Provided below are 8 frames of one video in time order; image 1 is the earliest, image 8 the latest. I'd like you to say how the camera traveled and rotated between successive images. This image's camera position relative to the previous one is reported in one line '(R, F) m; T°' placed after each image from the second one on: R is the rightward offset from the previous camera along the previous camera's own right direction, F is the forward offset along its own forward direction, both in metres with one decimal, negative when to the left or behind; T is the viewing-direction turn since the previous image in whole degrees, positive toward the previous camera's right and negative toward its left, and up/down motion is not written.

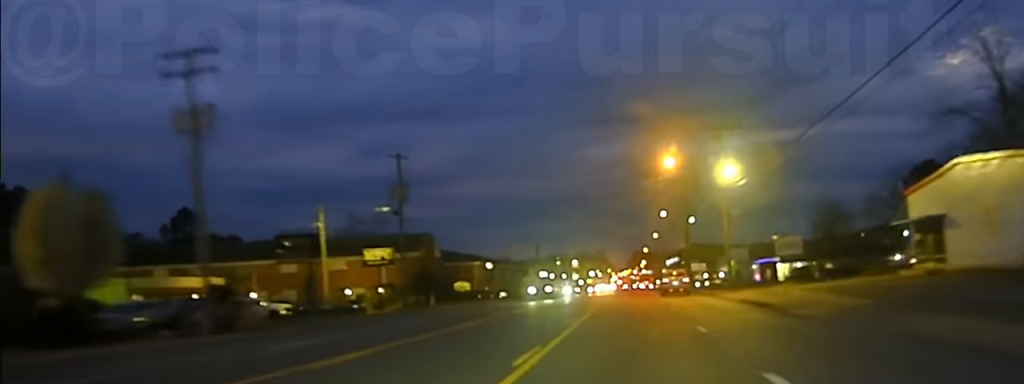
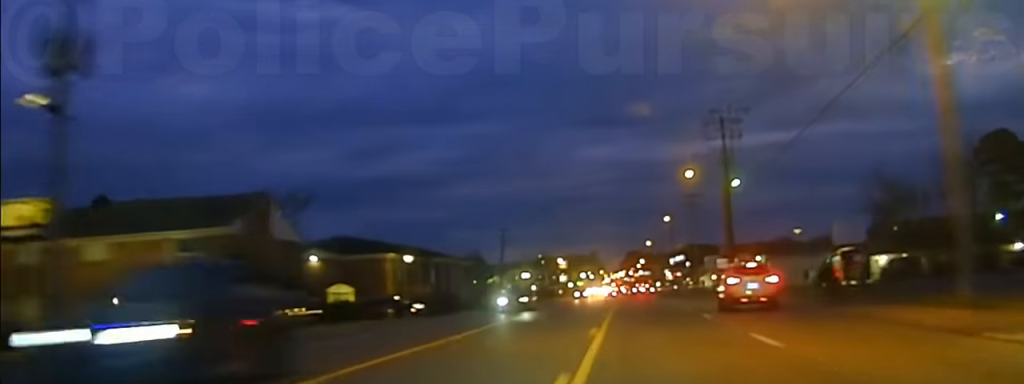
(0.0, +39.0) m; 0°
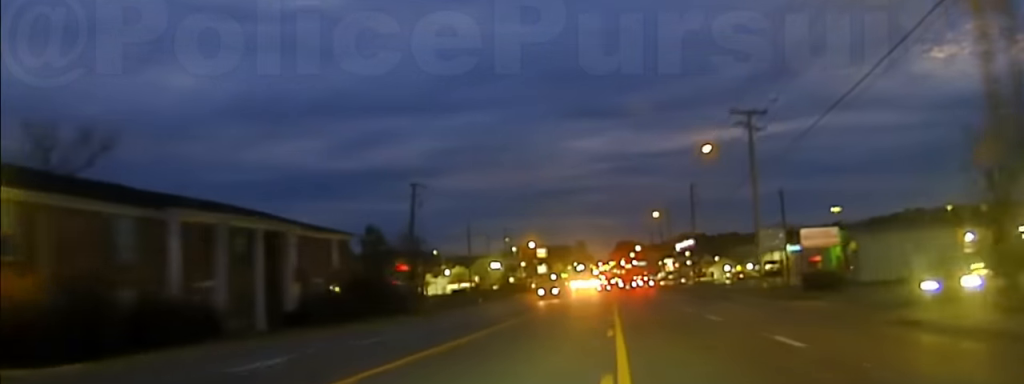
(0.0, +45.7) m; 0°
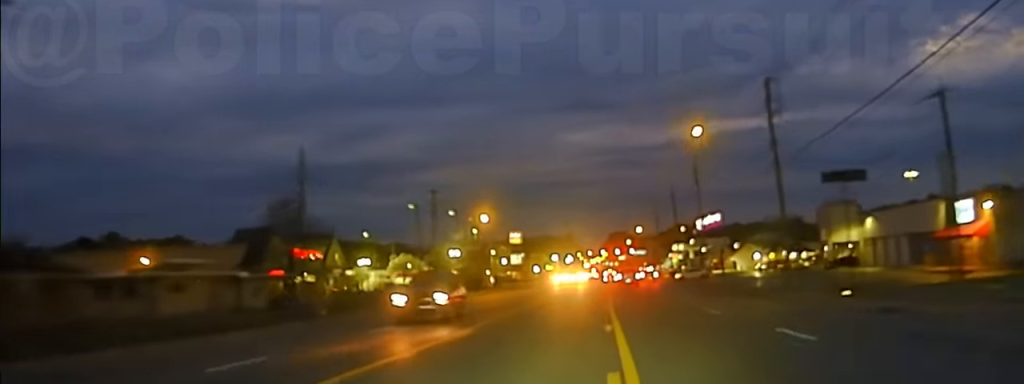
(+0.3, +52.9) m; +1°
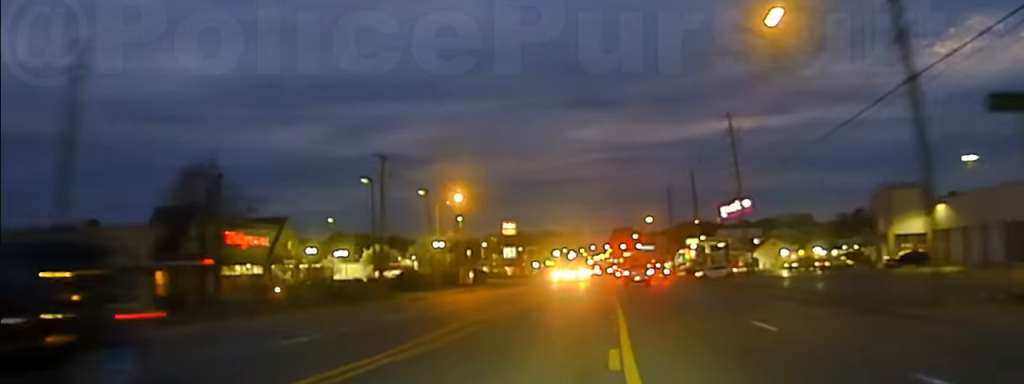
(+0.3, +21.9) m; 0°
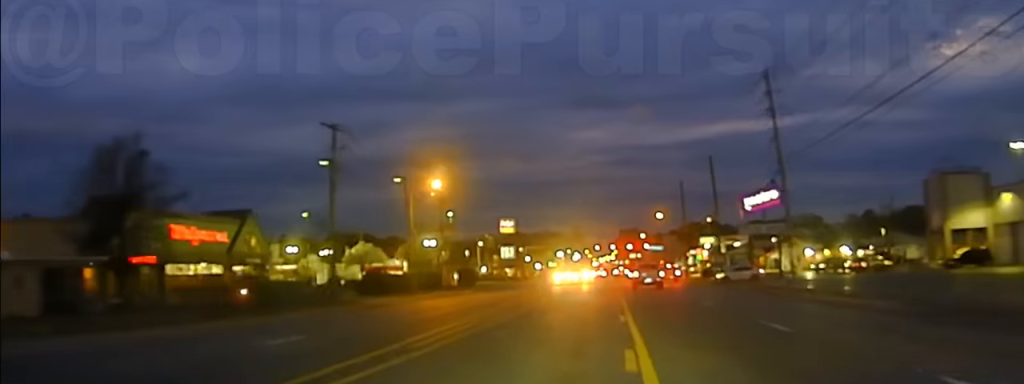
(-0.1, +12.9) m; 0°
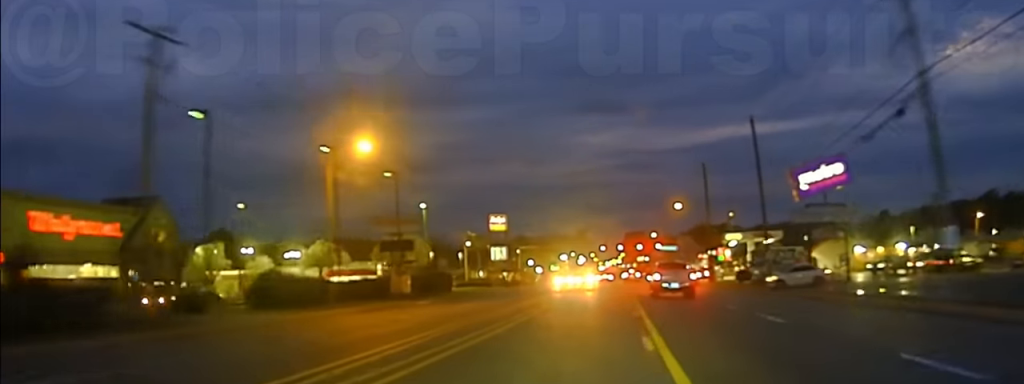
(-0.2, +22.4) m; 0°
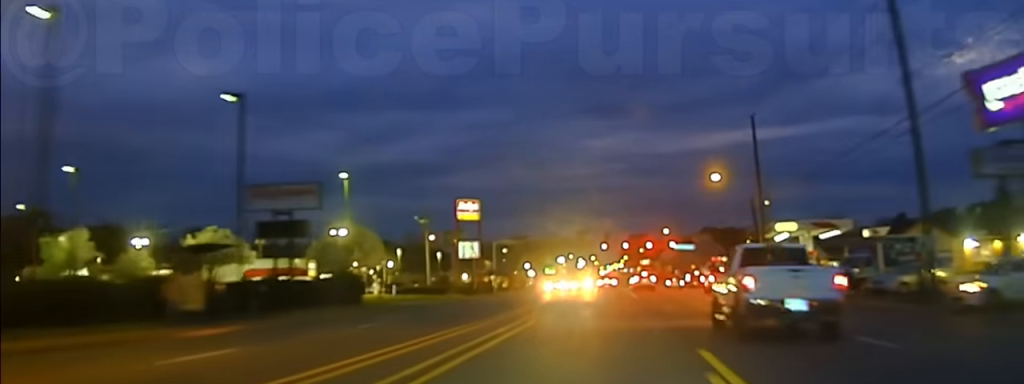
(0.0, +30.6) m; 0°
